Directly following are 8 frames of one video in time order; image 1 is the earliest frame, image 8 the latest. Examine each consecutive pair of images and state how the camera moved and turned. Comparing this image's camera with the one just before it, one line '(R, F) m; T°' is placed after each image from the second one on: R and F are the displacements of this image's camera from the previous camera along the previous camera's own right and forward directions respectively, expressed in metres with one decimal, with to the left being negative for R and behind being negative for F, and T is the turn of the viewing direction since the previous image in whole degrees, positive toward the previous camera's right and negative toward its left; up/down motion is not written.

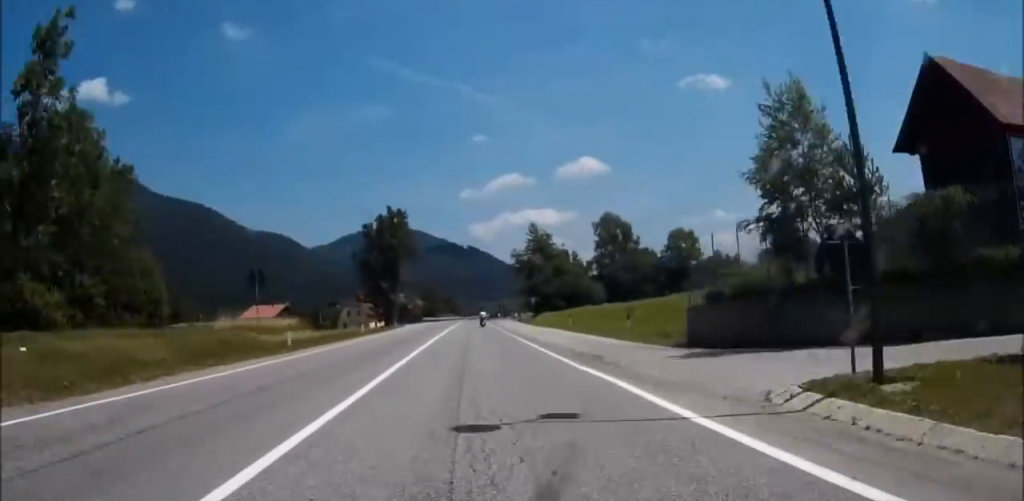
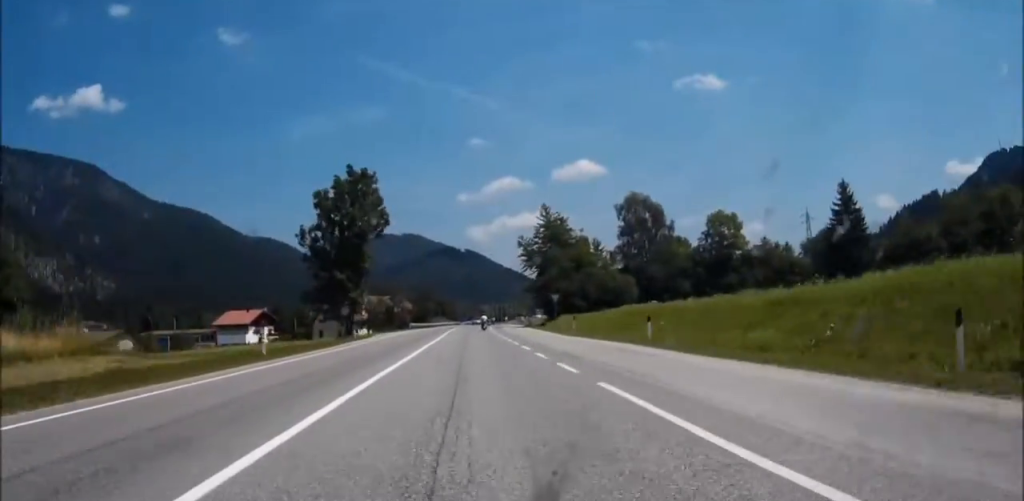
(+0.1, +27.4) m; 0°
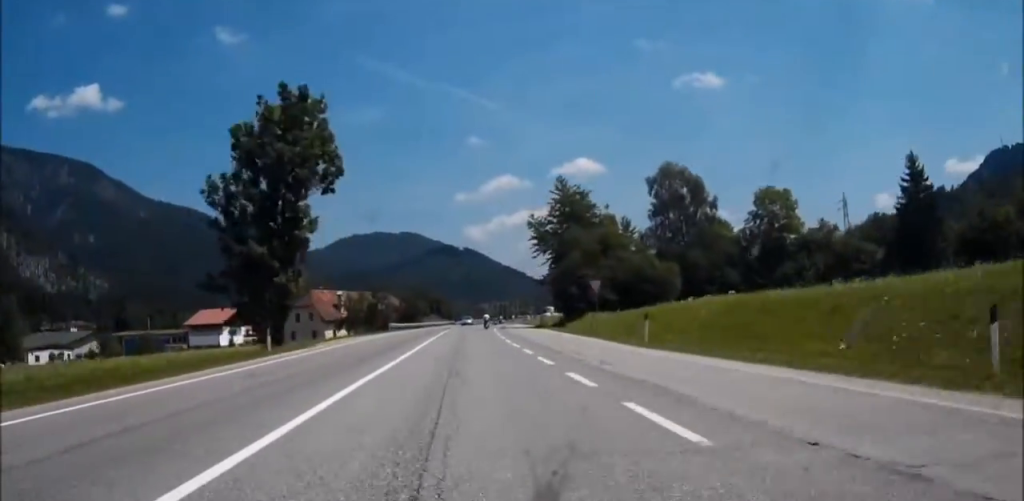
(+0.1, +24.0) m; 0°
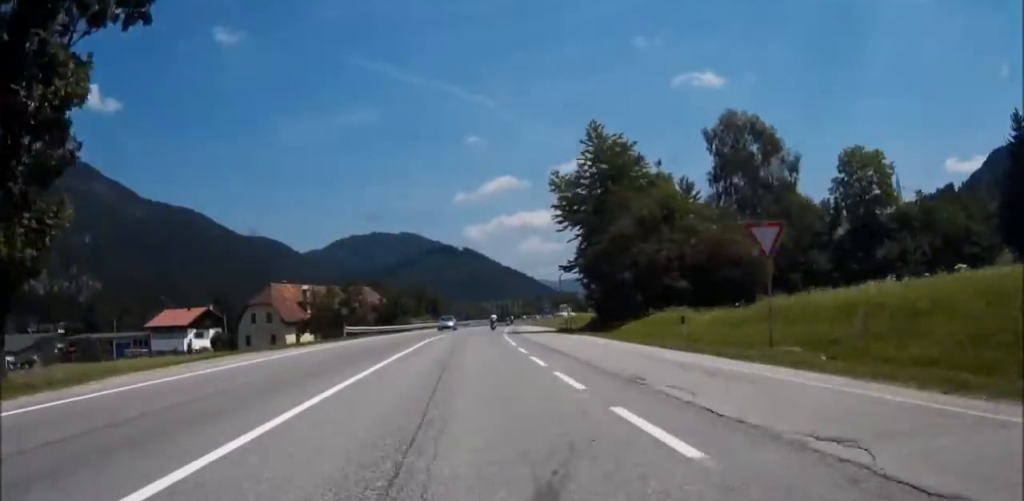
(0.0, +27.0) m; 0°
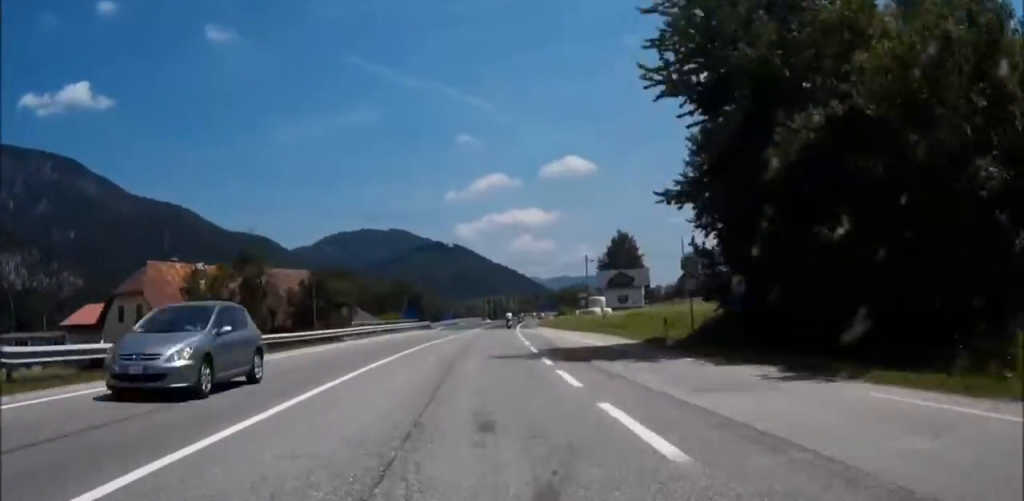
(-0.1, +39.0) m; +1°
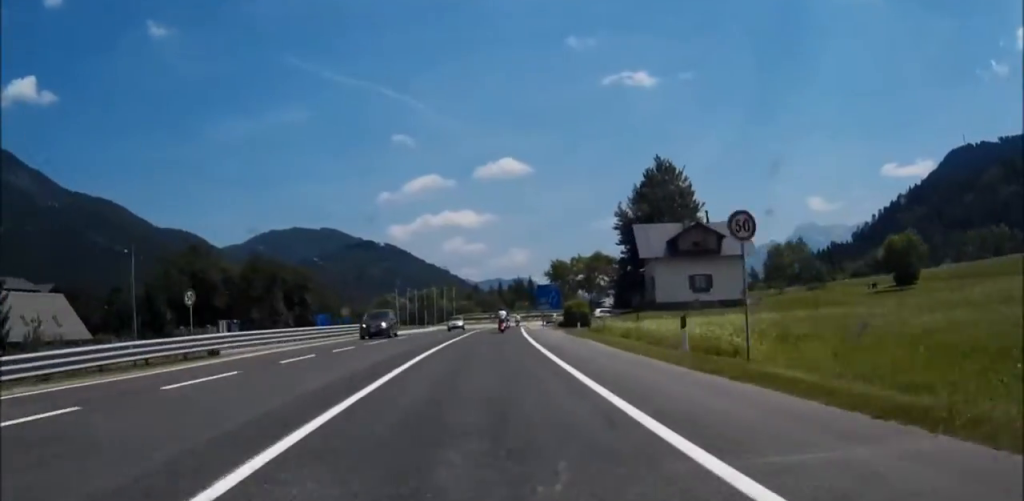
(+2.7, +87.8) m; +3°
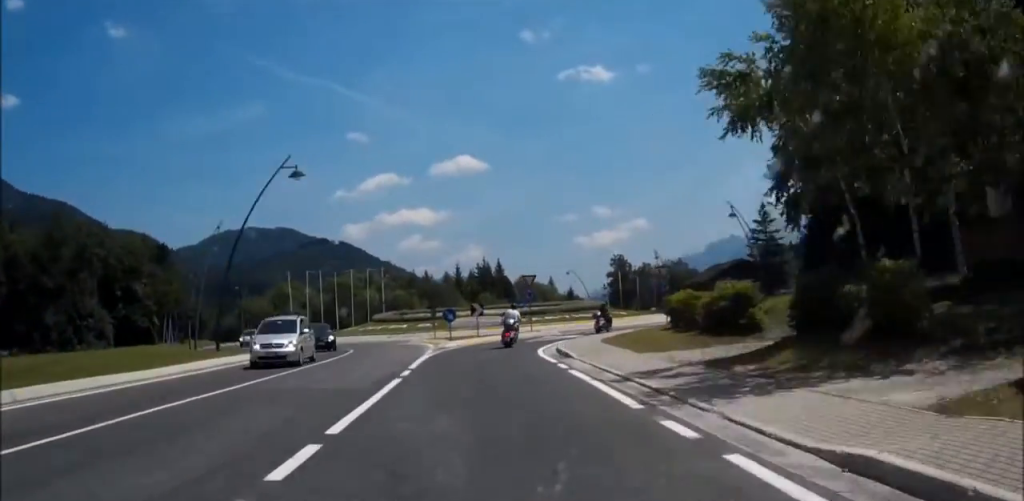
(+1.5, +57.4) m; +11°
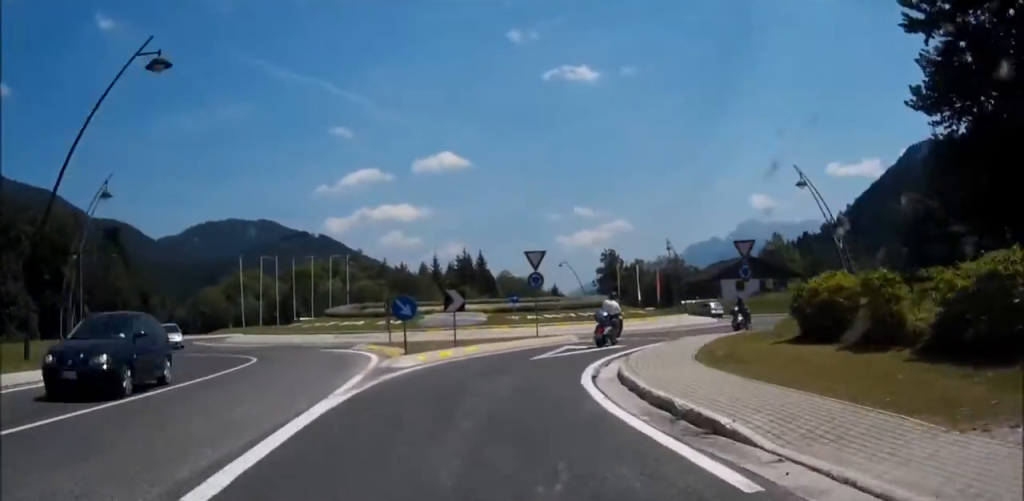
(-0.5, +12.2) m; +10°
